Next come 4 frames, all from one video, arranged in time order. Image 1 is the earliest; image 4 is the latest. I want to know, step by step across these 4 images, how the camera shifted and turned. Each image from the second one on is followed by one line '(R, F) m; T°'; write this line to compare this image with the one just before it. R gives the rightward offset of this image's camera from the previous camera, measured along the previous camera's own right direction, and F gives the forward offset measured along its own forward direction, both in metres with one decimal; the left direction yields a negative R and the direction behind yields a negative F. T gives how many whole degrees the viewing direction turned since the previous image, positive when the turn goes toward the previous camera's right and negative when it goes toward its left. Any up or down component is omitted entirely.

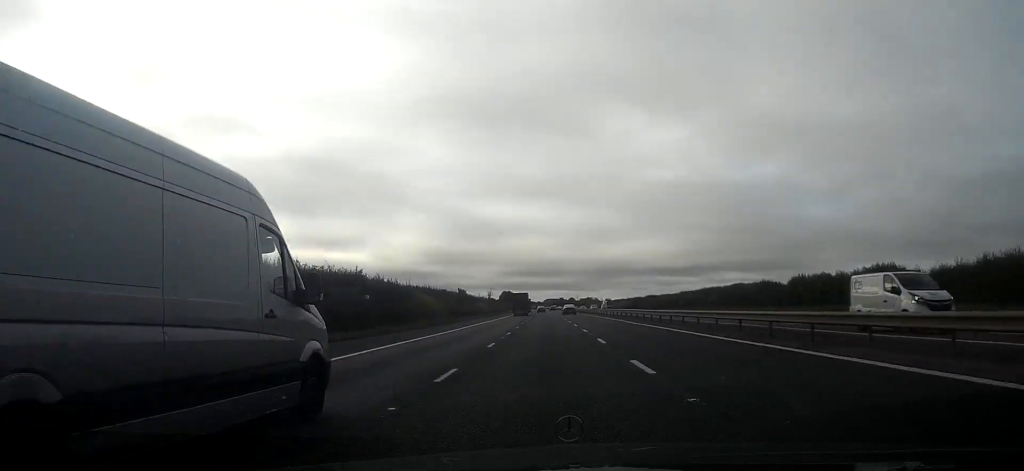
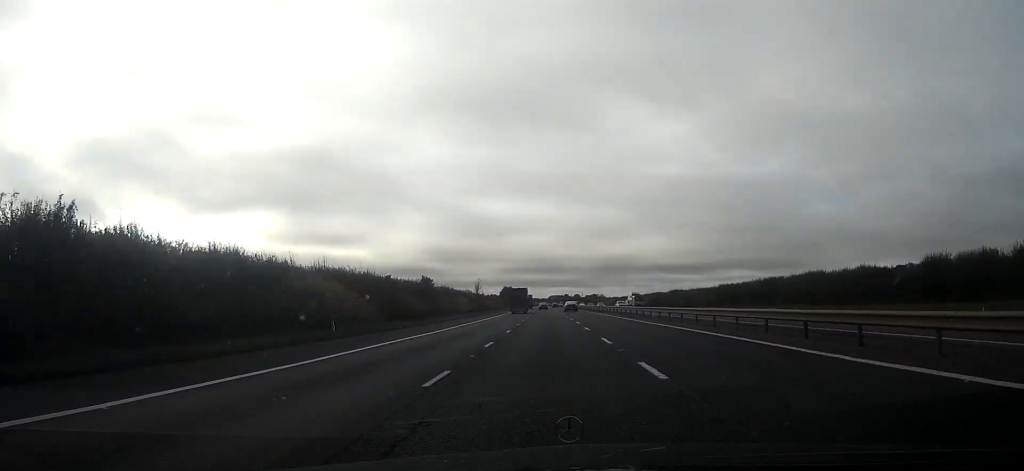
(-0.1, +28.0) m; -1°
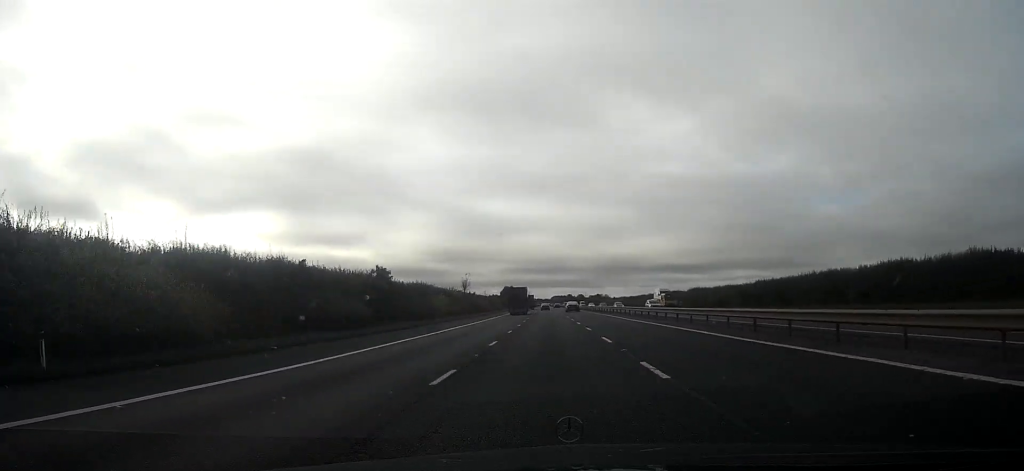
(-0.1, +17.9) m; 0°
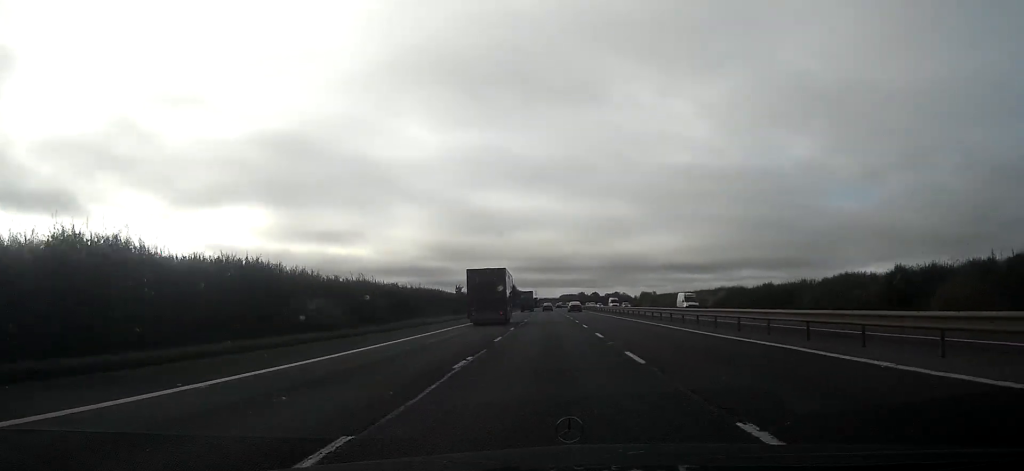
(-1.1, +123.3) m; -1°
